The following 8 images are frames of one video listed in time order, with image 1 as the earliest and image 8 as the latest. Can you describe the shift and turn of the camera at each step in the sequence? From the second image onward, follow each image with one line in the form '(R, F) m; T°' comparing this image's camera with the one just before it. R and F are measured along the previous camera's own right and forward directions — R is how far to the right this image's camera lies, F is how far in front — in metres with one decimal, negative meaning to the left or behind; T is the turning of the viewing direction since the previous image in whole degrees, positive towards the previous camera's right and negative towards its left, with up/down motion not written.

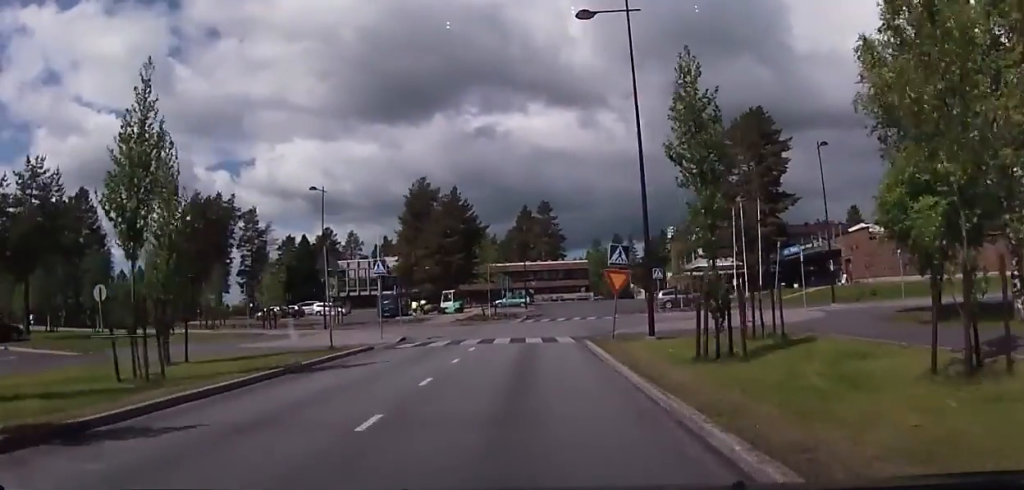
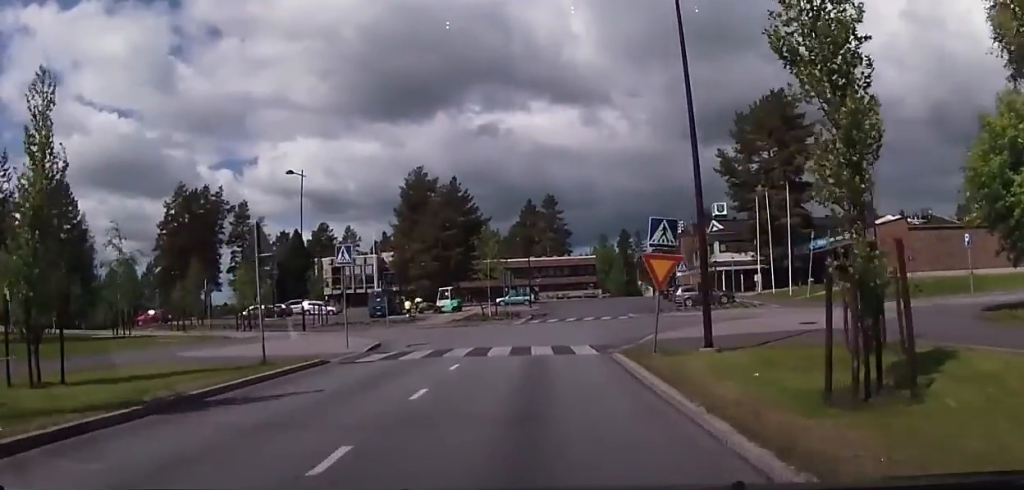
(-0.2, +5.6) m; -5°
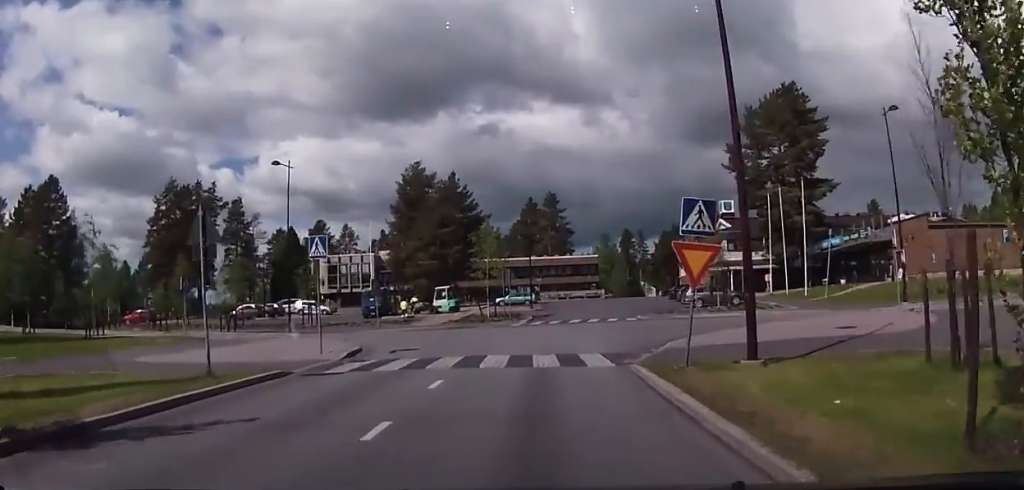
(0.0, +2.8) m; -3°
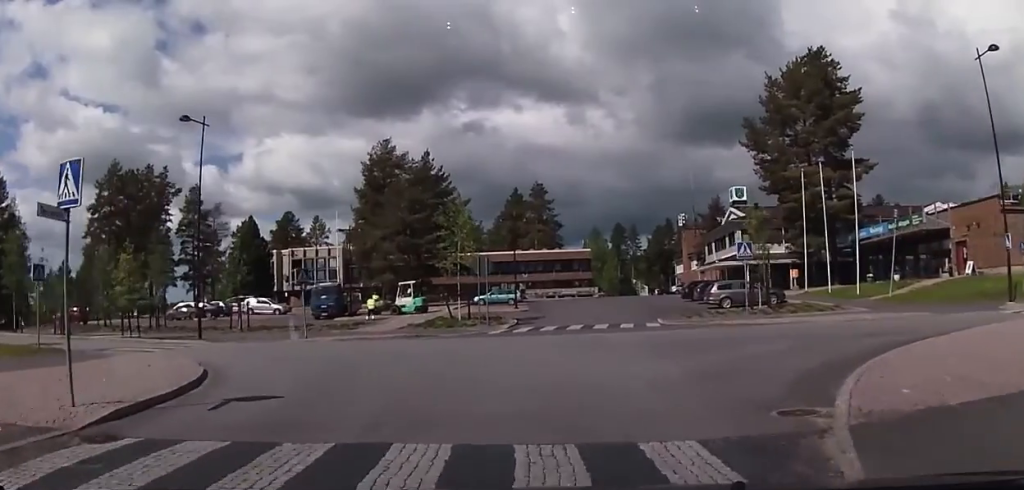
(+0.2, +10.1) m; +4°
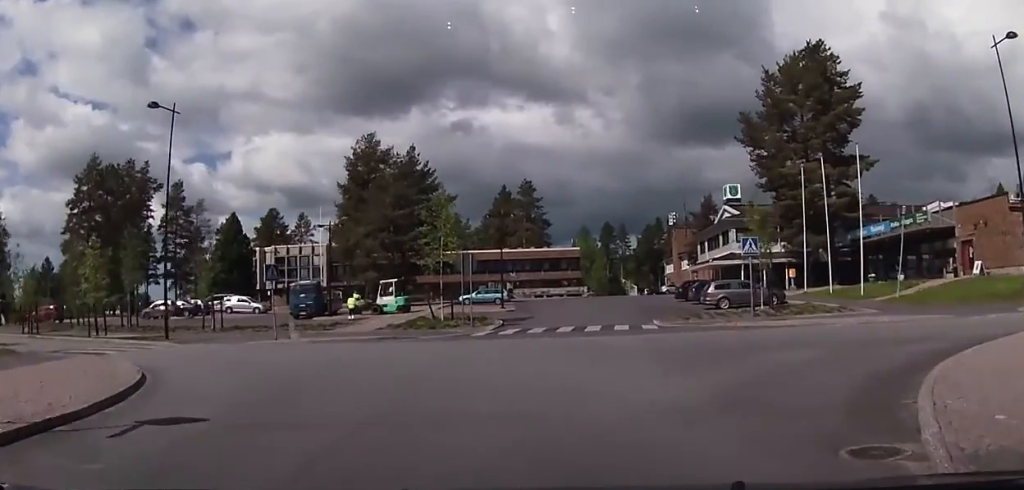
(0.0, +2.2) m; 0°
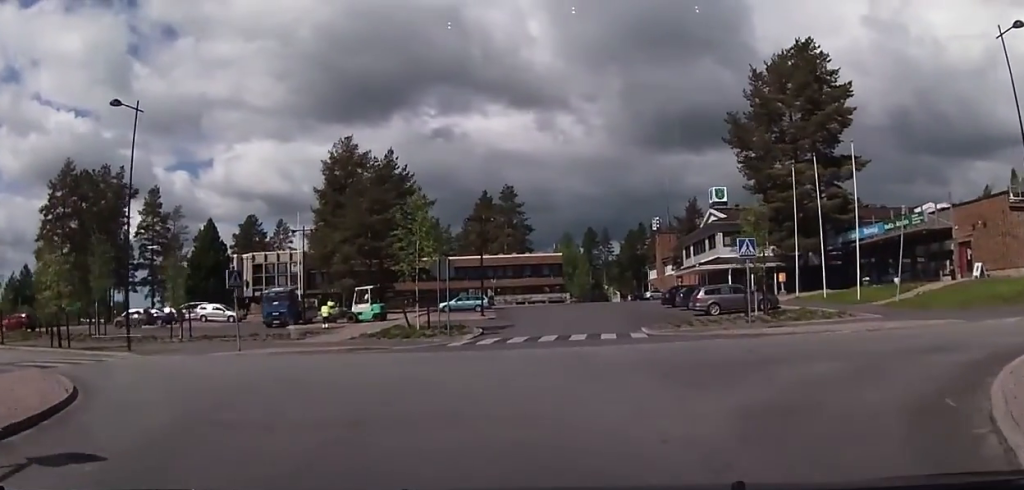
(-0.1, +1.9) m; -1°
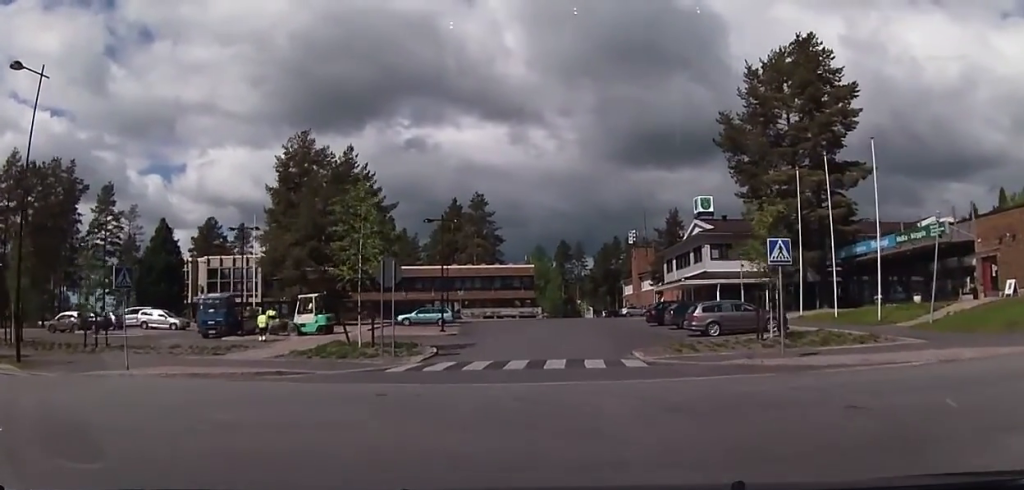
(+0.2, +5.8) m; +4°
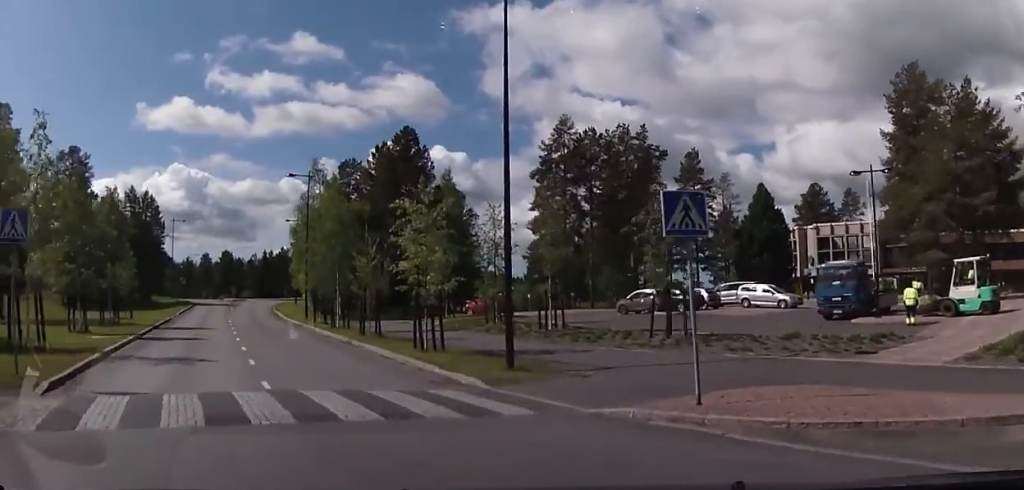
(-3.3, +8.1) m; -45°
